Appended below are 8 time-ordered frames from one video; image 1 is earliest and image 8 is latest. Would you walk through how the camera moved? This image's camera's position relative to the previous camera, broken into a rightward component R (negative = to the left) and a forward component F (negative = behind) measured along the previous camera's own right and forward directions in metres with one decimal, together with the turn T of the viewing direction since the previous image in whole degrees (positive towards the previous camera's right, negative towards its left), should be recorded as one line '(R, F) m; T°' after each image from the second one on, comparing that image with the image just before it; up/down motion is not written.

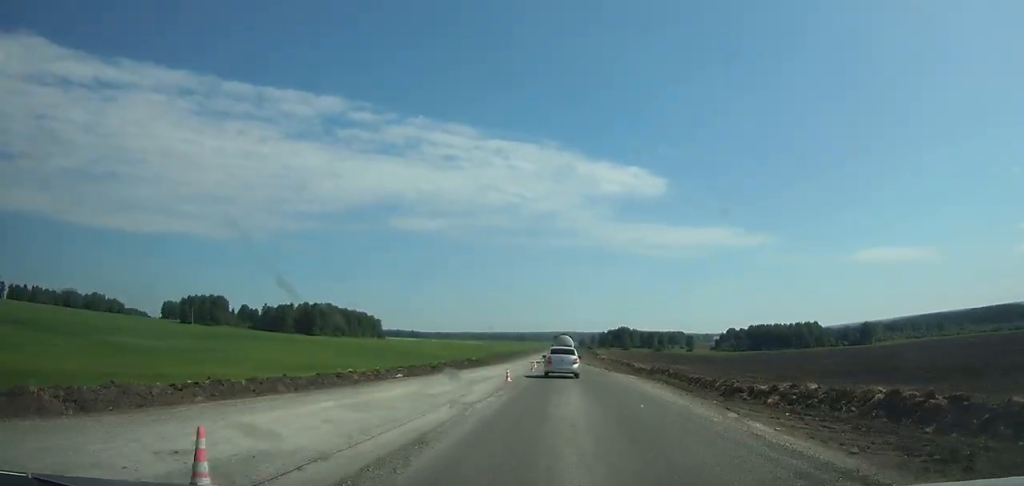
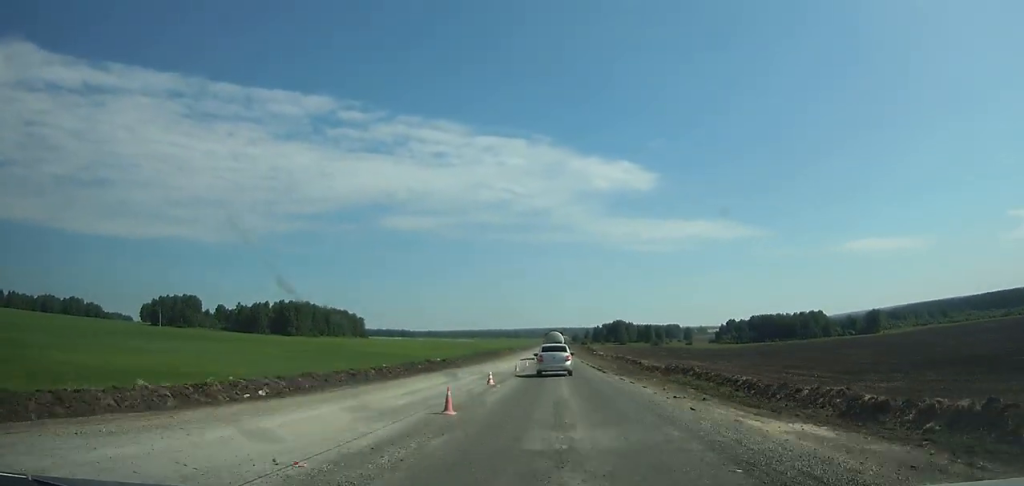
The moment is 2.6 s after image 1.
(0.0, +26.0) m; 0°
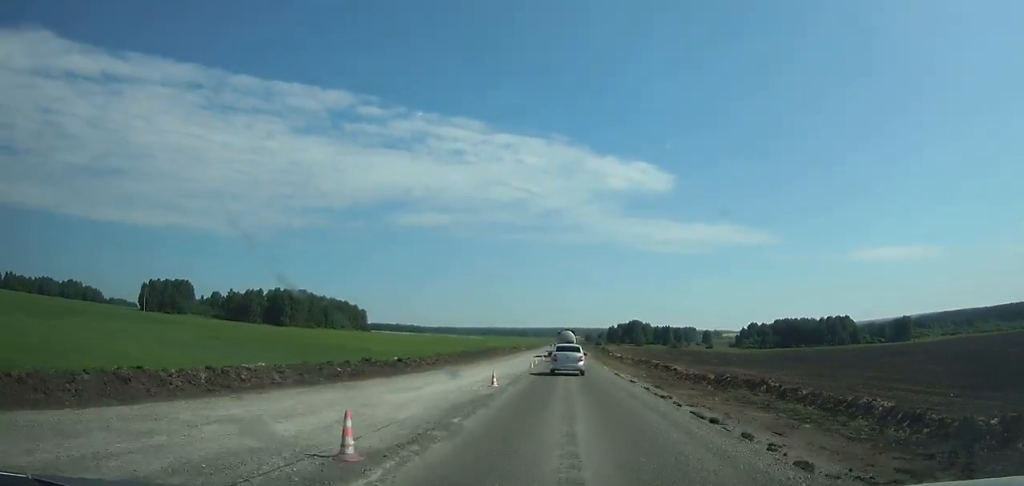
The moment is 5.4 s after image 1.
(0.0, +28.9) m; 0°
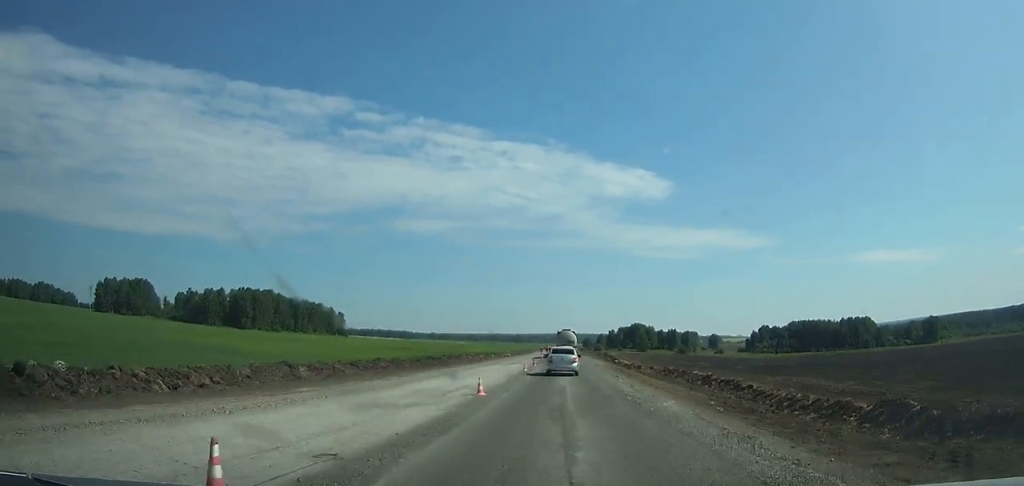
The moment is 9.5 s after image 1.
(-0.1, +43.0) m; 0°
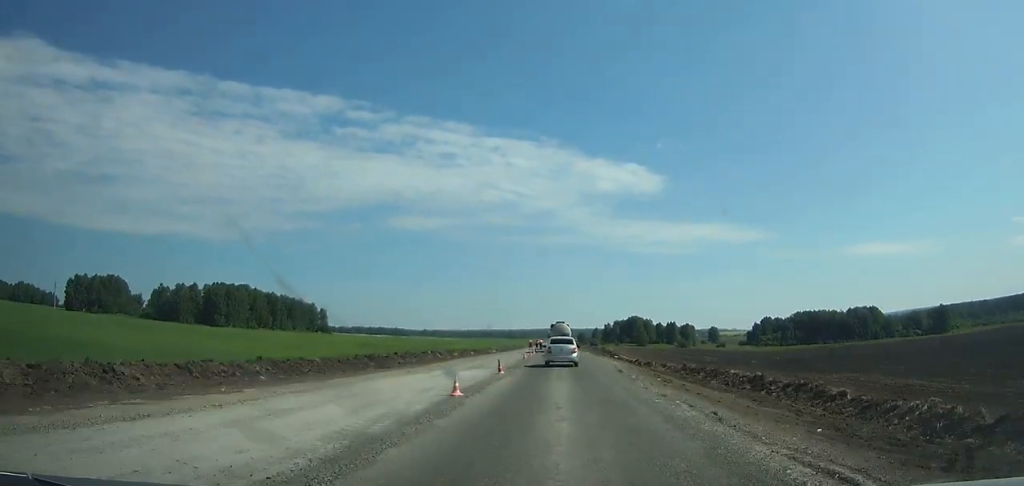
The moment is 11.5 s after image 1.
(+0.1, +20.8) m; 0°
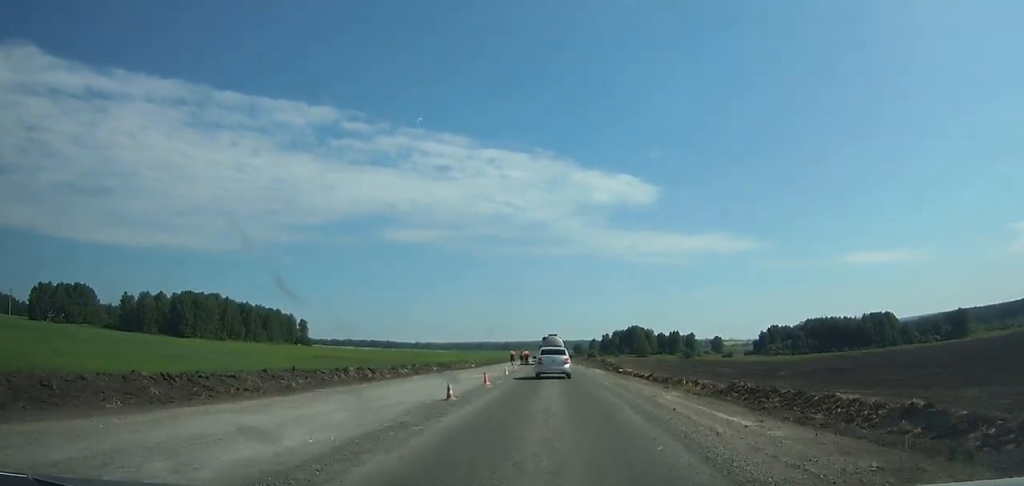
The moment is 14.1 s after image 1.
(+0.1, +26.5) m; 0°
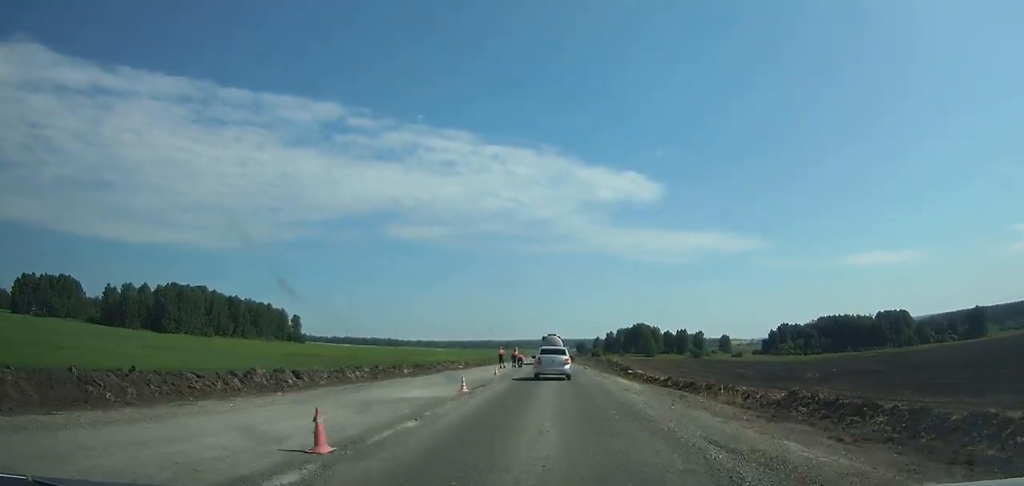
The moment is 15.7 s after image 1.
(+0.1, +16.0) m; 0°
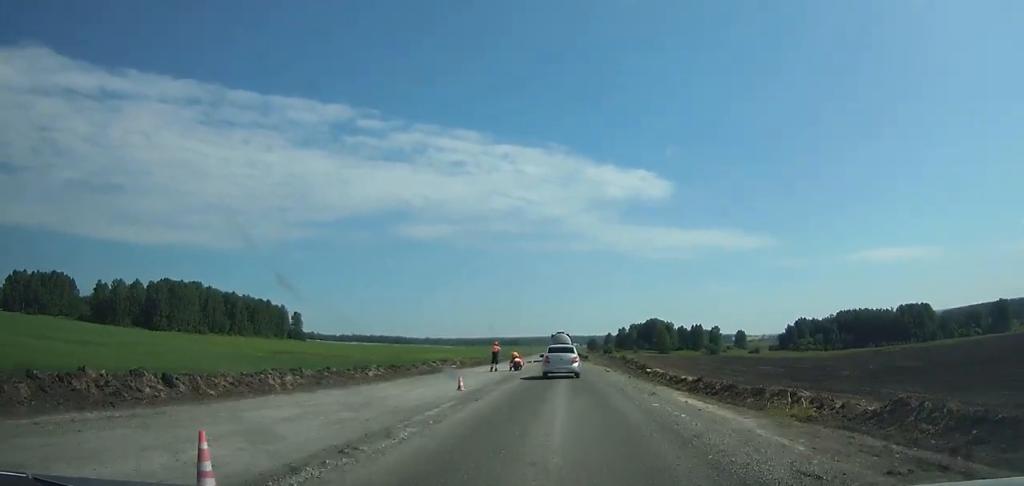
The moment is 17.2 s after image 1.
(-0.1, +14.6) m; 0°
